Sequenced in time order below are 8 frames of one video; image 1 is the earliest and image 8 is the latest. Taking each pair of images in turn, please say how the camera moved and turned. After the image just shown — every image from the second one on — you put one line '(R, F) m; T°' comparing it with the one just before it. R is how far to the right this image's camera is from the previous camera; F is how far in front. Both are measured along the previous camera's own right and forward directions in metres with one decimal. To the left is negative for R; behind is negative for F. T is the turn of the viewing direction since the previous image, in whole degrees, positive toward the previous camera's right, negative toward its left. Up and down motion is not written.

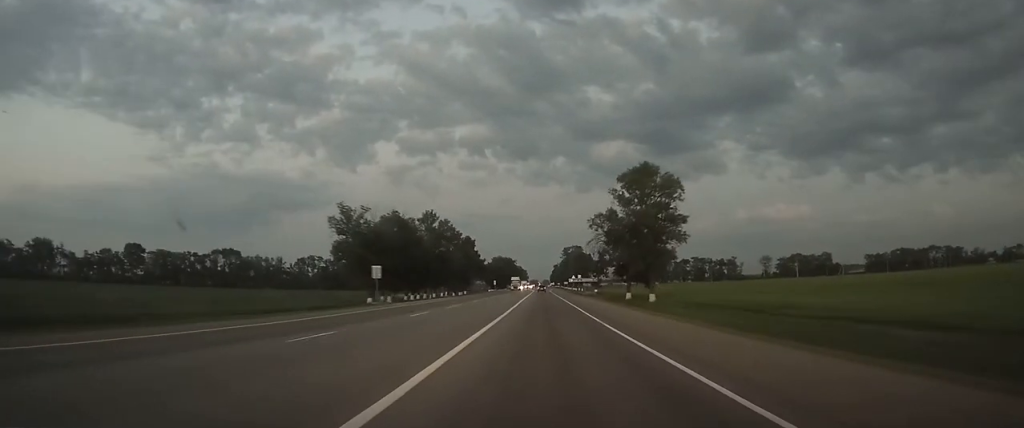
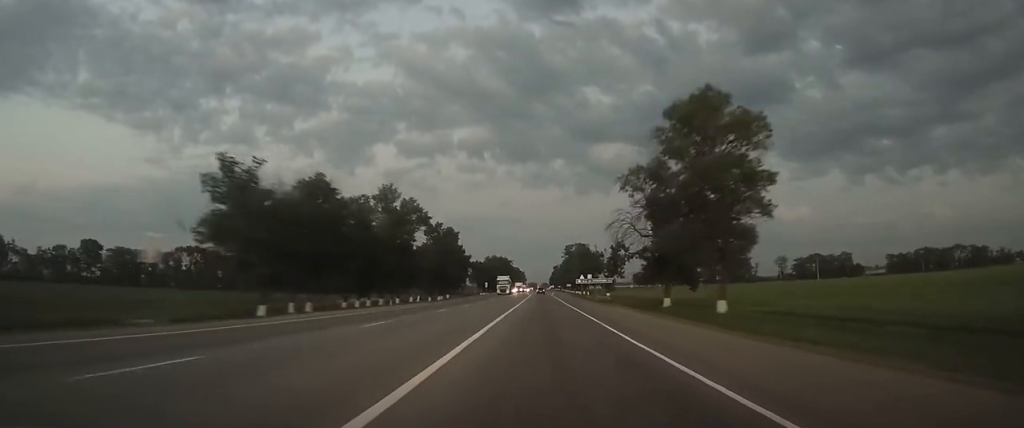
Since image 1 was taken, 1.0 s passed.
(0.0, +30.4) m; 0°
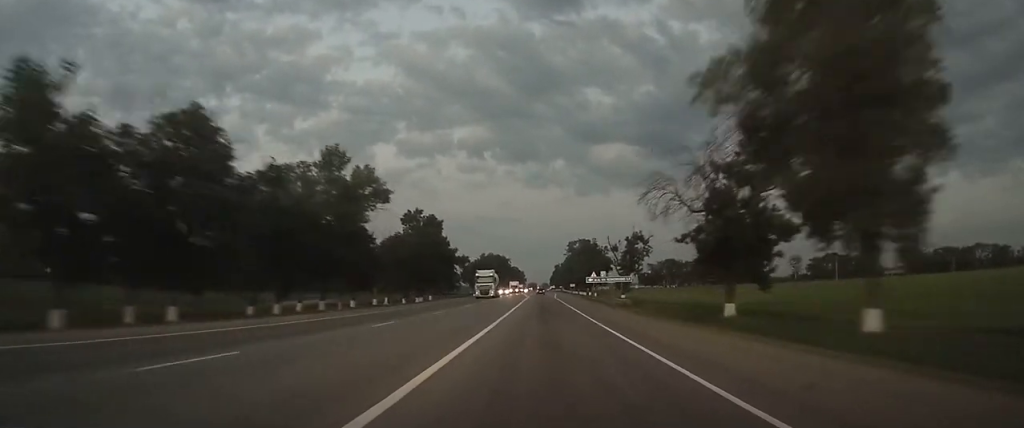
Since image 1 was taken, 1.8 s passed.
(0.0, +22.7) m; 0°
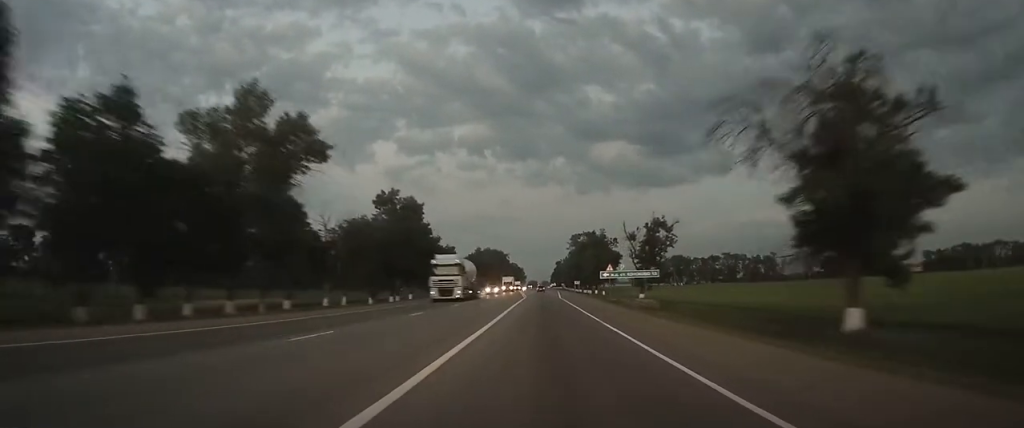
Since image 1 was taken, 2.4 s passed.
(0.0, +18.8) m; 0°
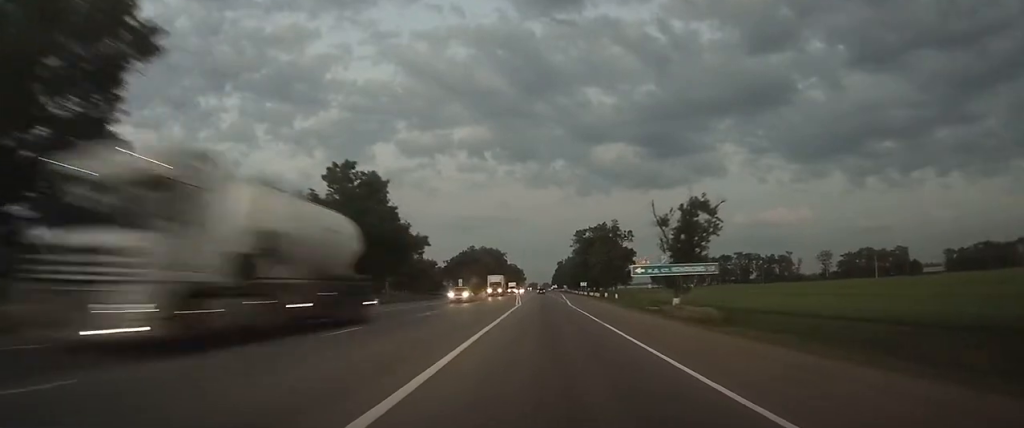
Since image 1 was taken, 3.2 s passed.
(0.0, +21.7) m; 0°
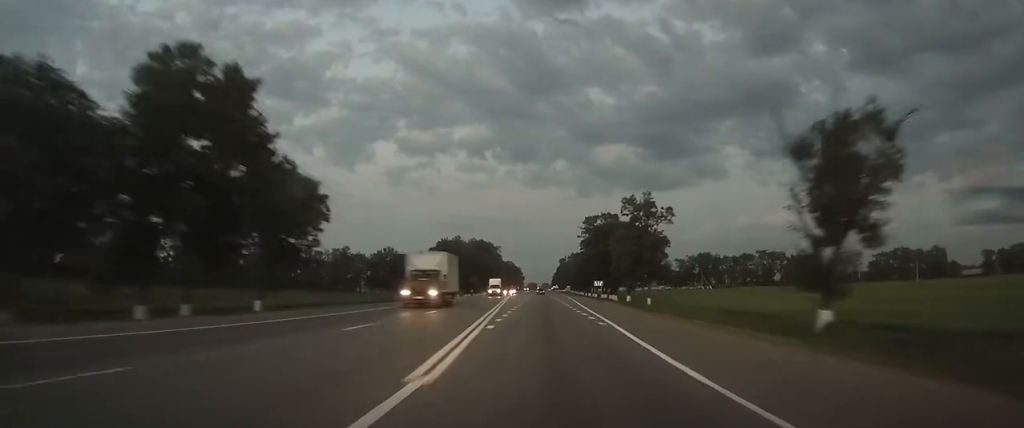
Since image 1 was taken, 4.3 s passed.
(0.0, +34.7) m; 0°
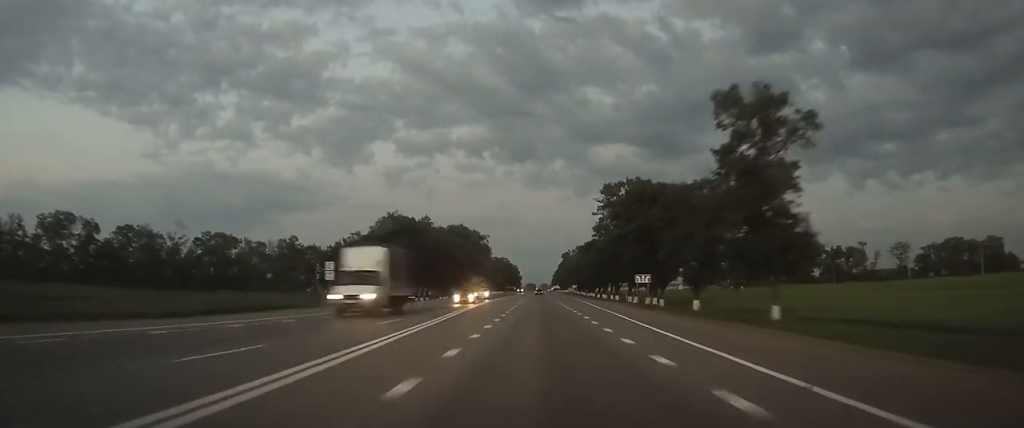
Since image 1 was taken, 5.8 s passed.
(0.0, +43.6) m; 0°
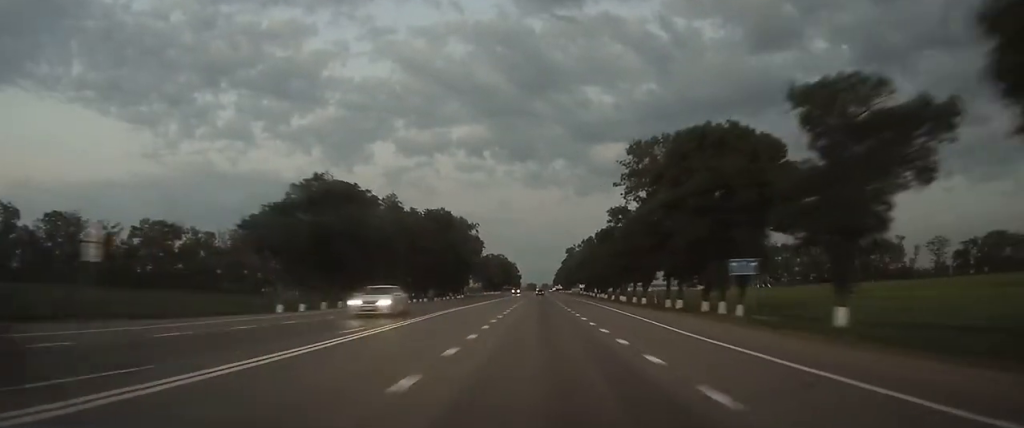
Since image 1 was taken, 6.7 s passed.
(0.0, +27.8) m; 0°
